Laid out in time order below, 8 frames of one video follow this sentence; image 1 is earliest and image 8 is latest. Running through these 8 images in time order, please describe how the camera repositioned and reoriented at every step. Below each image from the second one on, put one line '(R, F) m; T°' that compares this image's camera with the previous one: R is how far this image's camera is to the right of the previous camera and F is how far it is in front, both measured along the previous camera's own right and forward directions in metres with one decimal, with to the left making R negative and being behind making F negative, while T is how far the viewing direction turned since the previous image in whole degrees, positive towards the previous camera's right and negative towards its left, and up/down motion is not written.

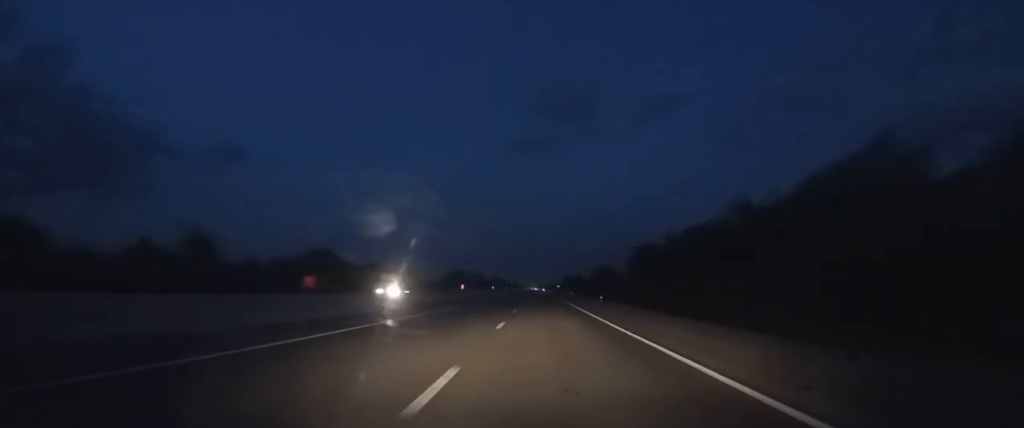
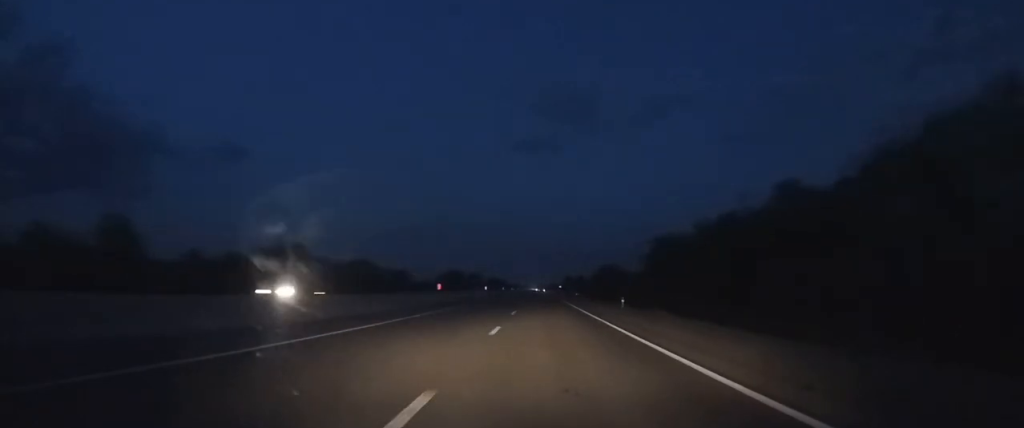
(0.0, +13.5) m; 0°
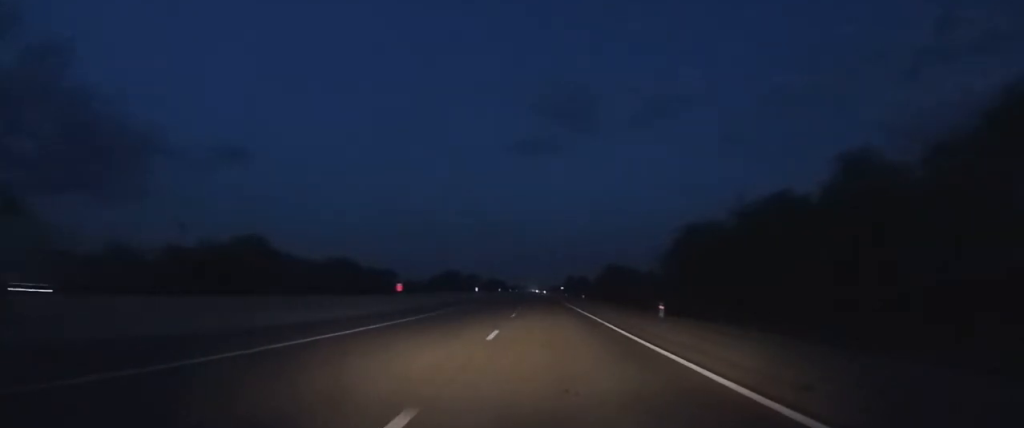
(-0.1, +12.1) m; 0°
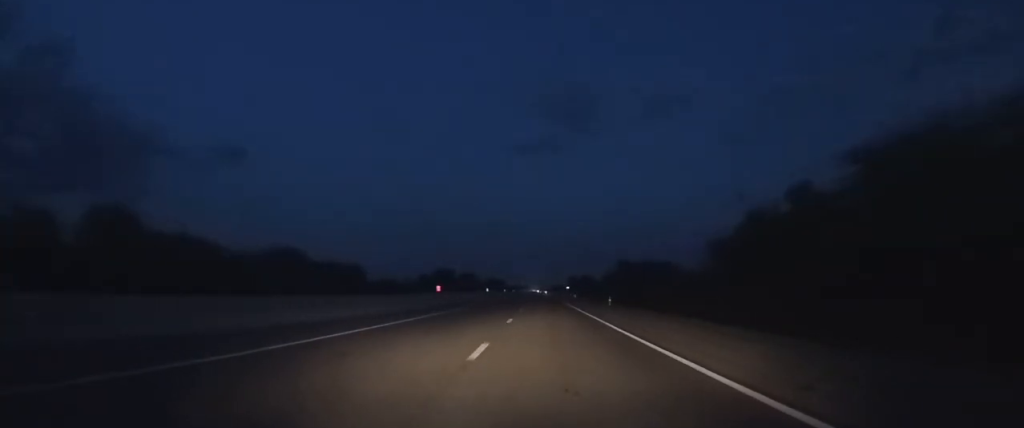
(0.0, +25.2) m; 0°
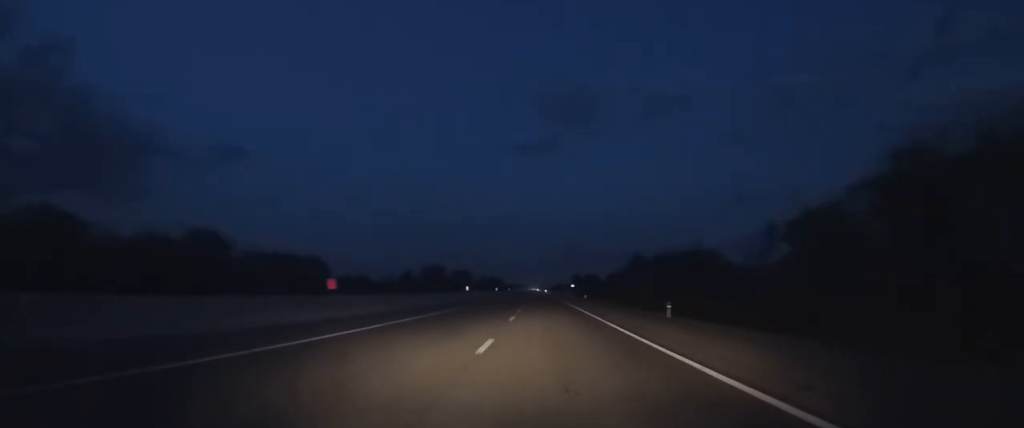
(0.0, +20.0) m; 0°
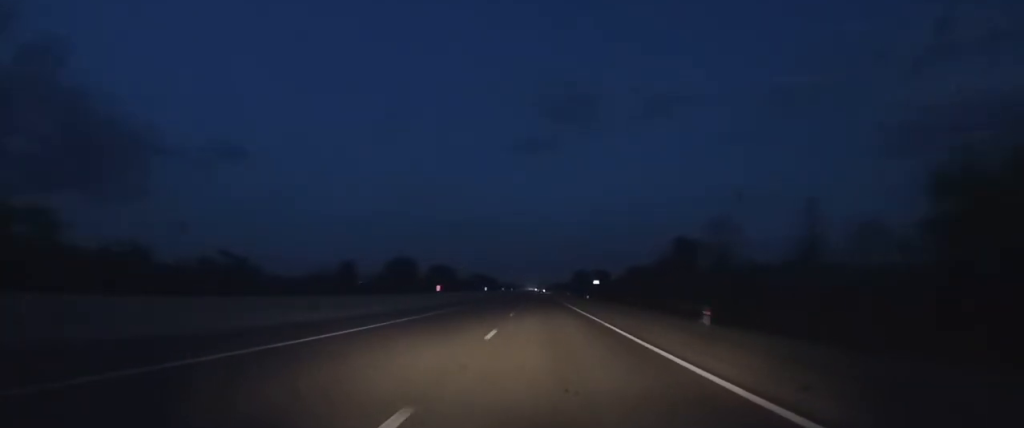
(0.0, +51.5) m; 0°
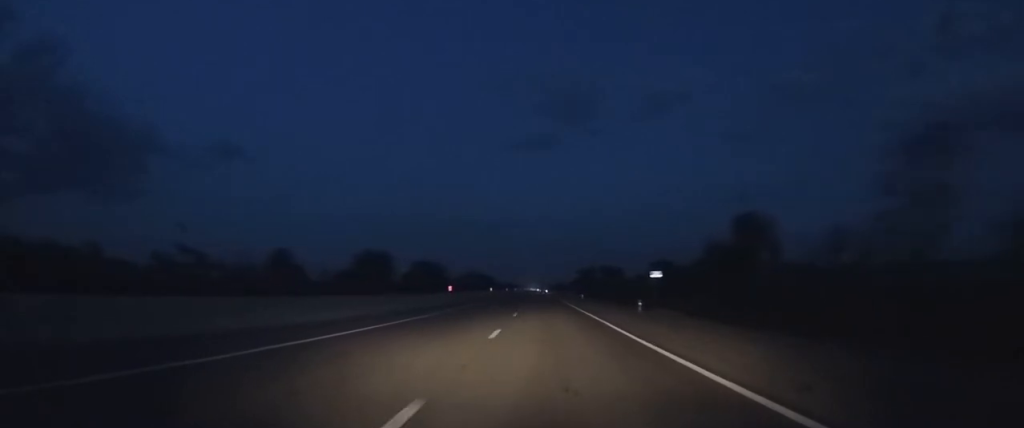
(+0.1, +40.1) m; 0°
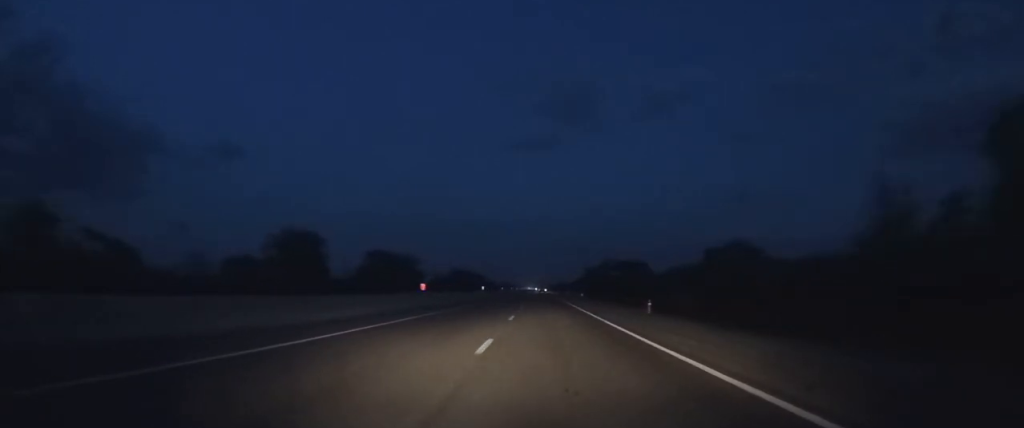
(+0.1, +57.4) m; 0°
